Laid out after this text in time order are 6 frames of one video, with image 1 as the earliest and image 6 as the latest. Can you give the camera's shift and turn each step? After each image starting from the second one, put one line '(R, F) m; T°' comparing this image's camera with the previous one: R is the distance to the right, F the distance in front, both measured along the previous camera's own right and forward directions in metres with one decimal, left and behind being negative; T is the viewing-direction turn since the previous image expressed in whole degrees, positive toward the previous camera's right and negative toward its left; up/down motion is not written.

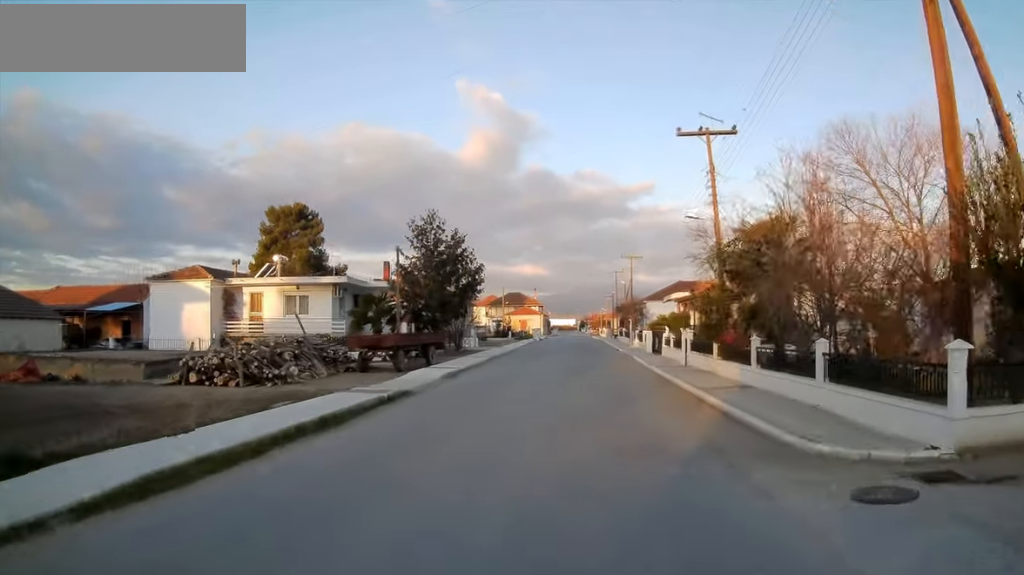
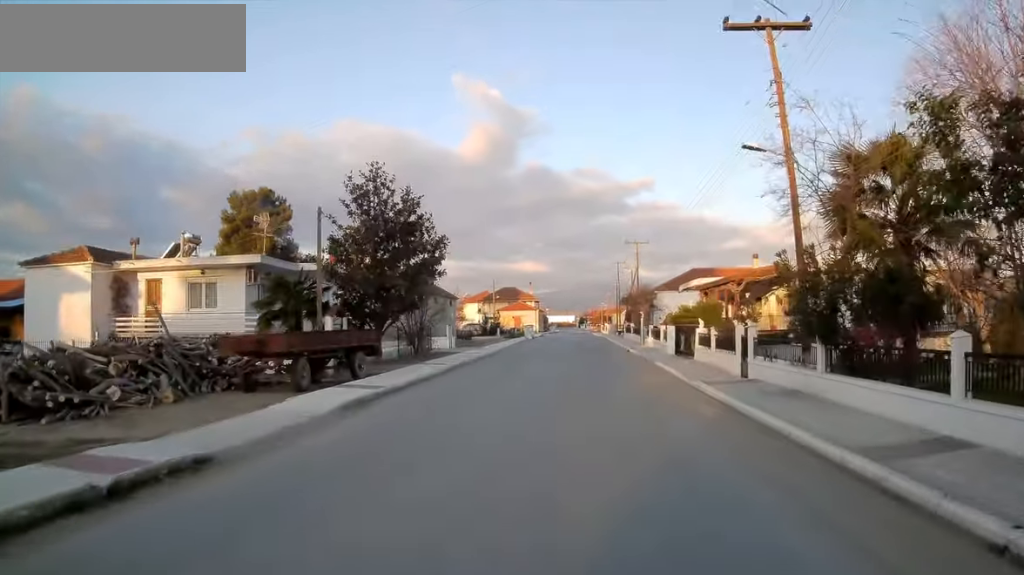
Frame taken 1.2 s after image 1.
(+0.3, +8.9) m; 0°
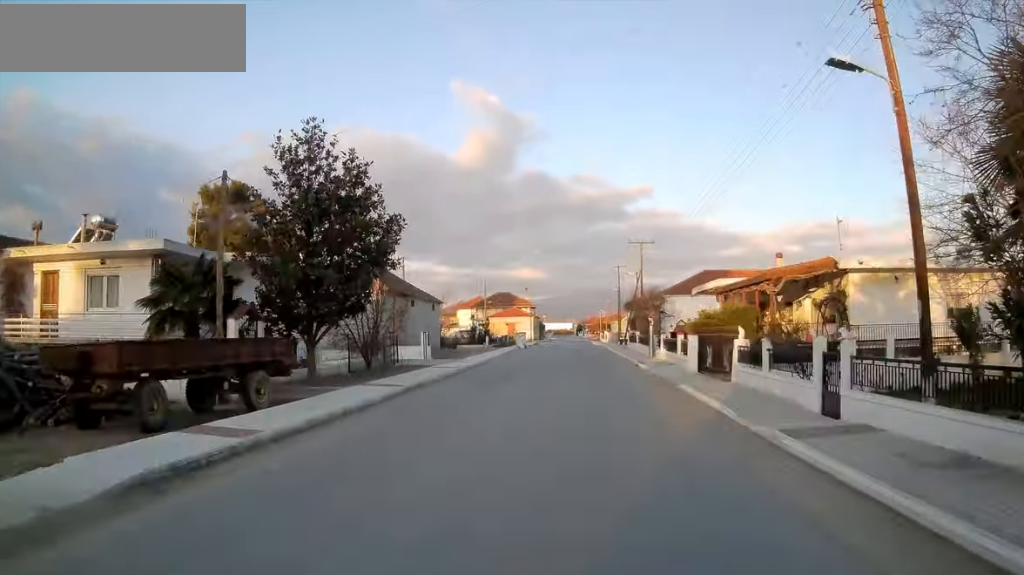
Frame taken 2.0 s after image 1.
(-0.4, +6.3) m; -2°
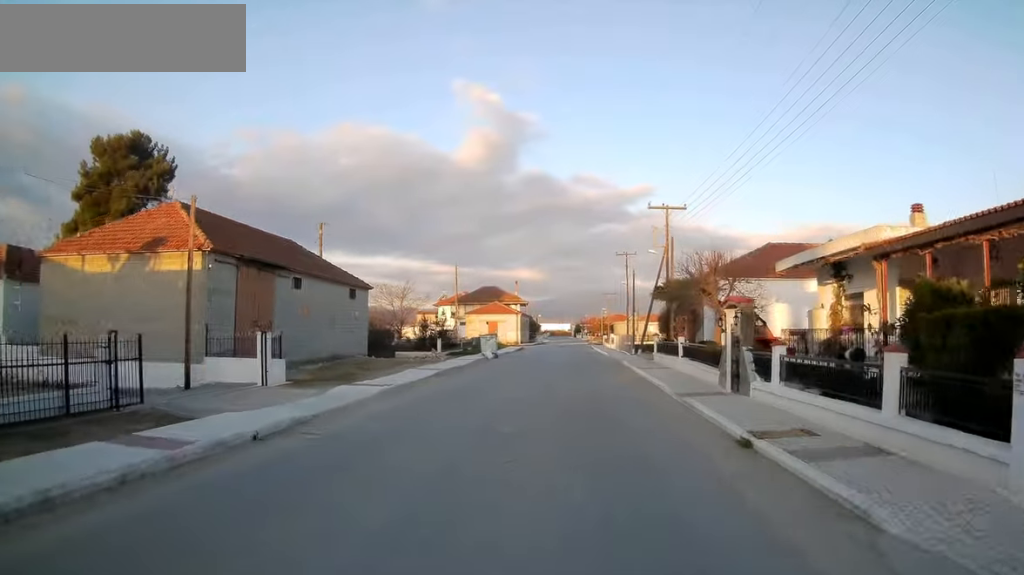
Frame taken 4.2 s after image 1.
(-0.2, +18.9) m; -1°
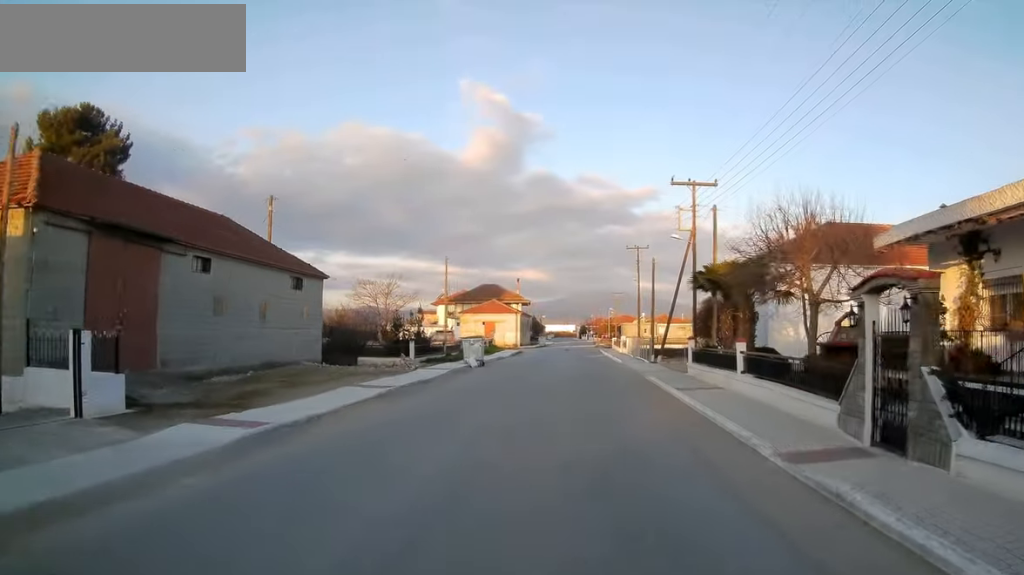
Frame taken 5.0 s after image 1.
(0.0, +7.6) m; 0°
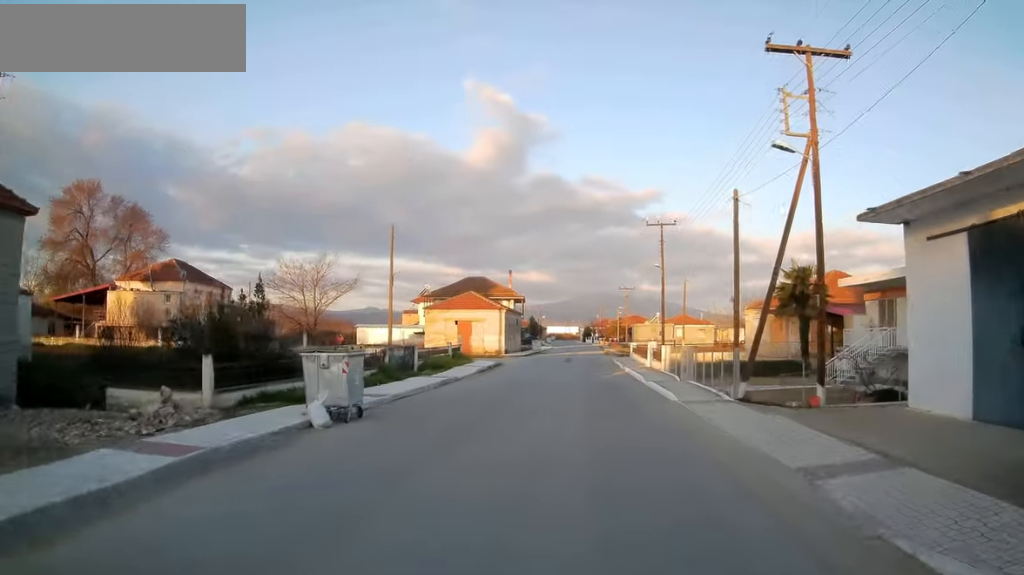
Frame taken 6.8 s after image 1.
(0.0, +17.8) m; 0°
